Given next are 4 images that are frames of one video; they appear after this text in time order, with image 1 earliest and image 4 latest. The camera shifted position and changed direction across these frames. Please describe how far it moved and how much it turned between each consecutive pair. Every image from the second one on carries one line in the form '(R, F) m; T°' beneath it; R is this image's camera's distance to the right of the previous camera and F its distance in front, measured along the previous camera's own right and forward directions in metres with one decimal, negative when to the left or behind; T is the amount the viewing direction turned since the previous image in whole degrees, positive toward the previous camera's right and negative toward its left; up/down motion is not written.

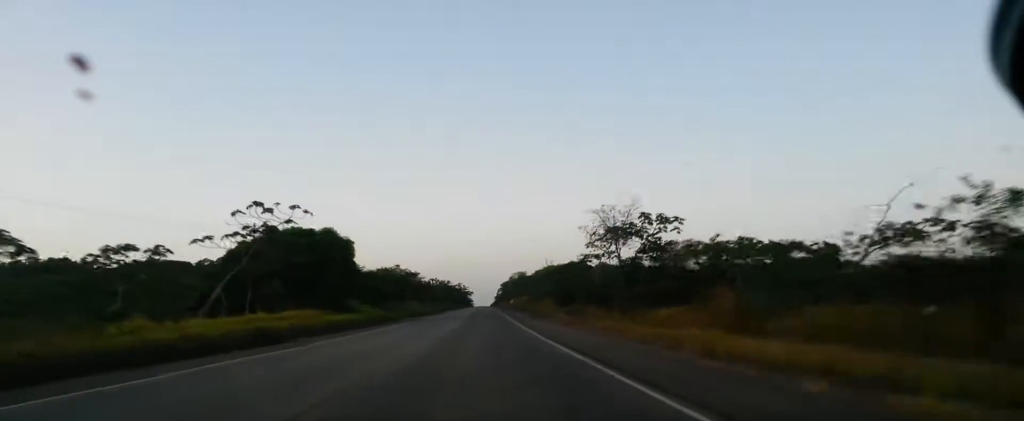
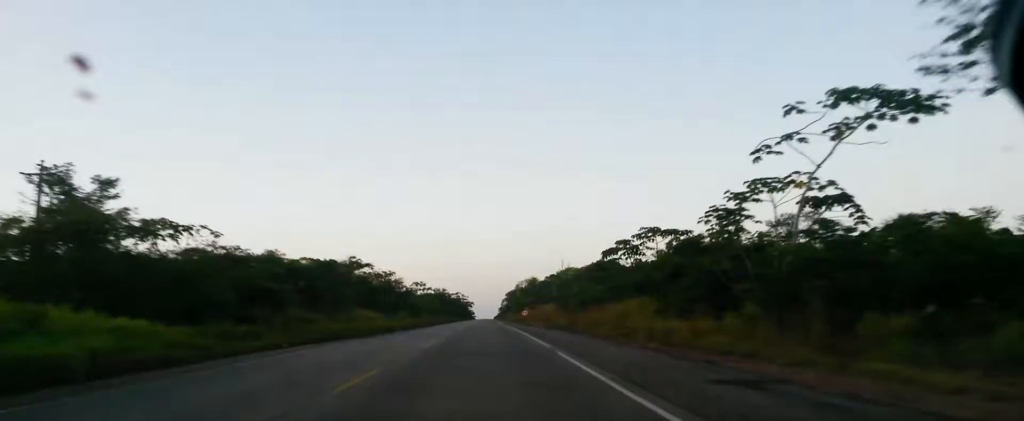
(+1.1, +46.8) m; +2°
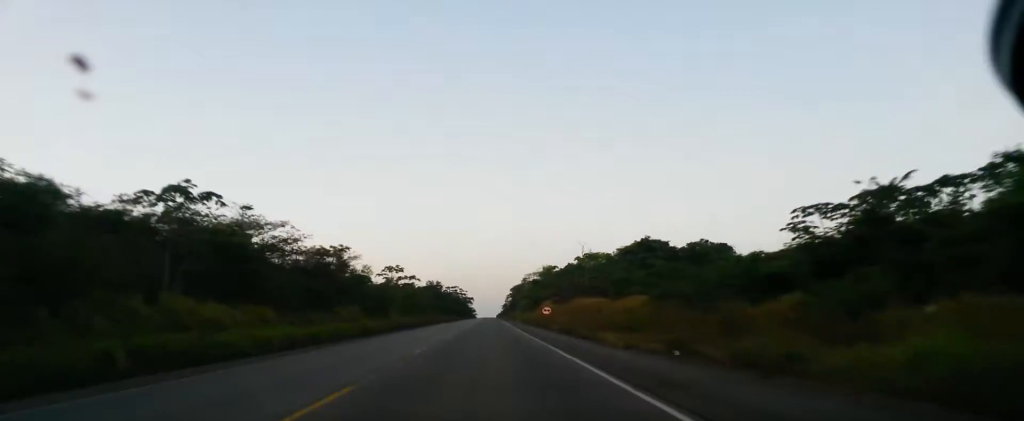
(-0.3, +40.4) m; 0°
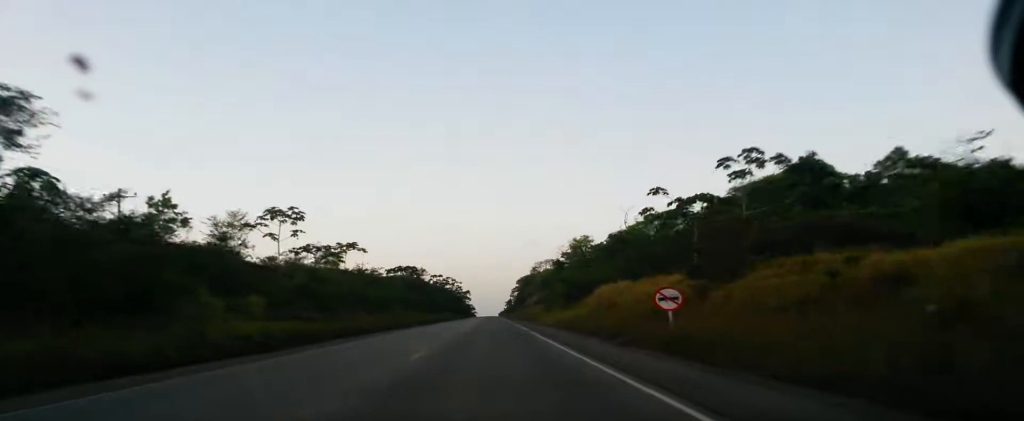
(+1.1, +51.4) m; +1°
